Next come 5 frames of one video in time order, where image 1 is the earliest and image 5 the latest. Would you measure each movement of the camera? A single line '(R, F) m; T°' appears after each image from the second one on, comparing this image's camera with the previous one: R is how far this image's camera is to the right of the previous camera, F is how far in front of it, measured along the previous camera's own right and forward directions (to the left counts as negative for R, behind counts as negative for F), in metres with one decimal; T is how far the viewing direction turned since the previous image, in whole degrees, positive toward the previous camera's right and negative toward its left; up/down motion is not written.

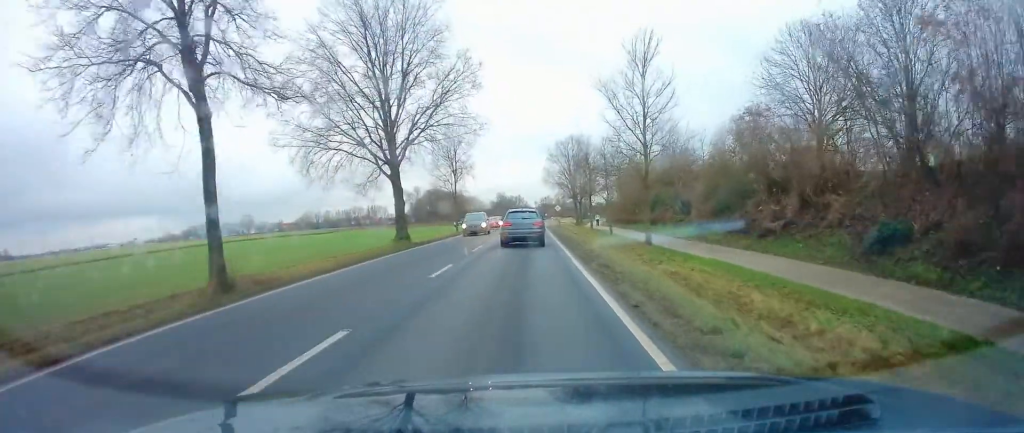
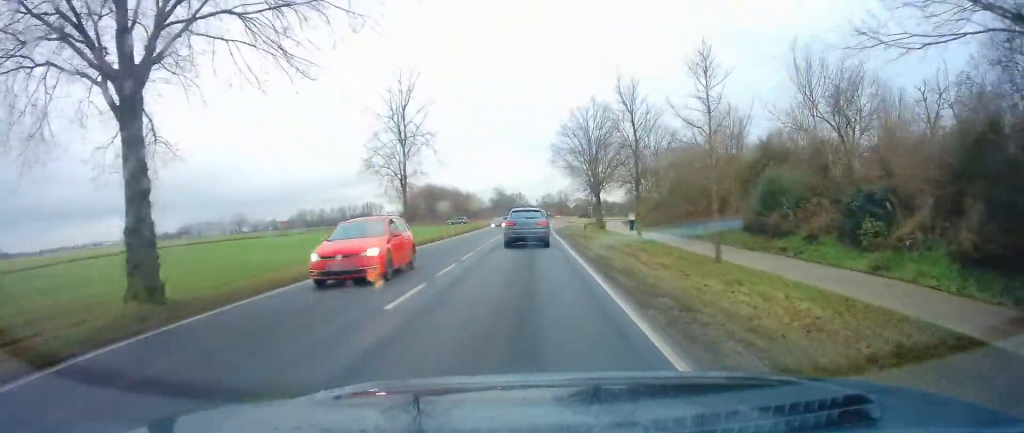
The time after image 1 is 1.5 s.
(+0.3, +22.5) m; +1°
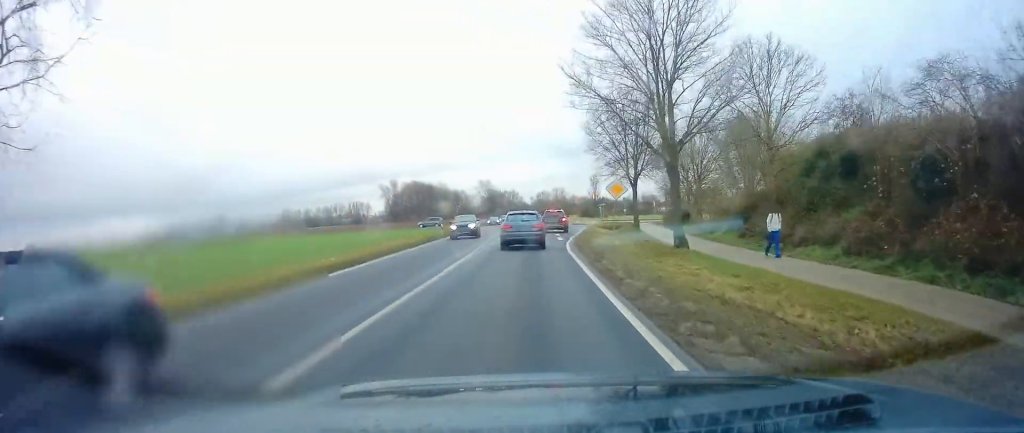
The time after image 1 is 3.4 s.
(+0.1, +28.1) m; +1°
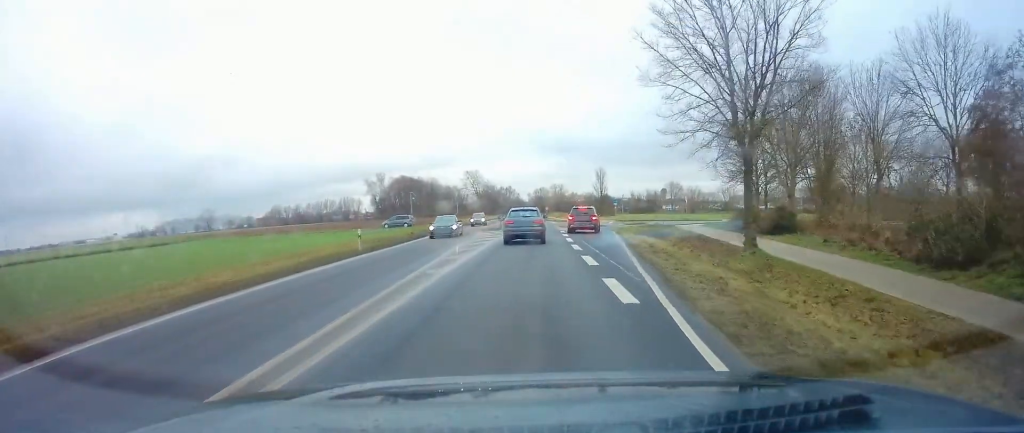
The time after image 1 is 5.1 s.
(0.0, +23.0) m; 0°
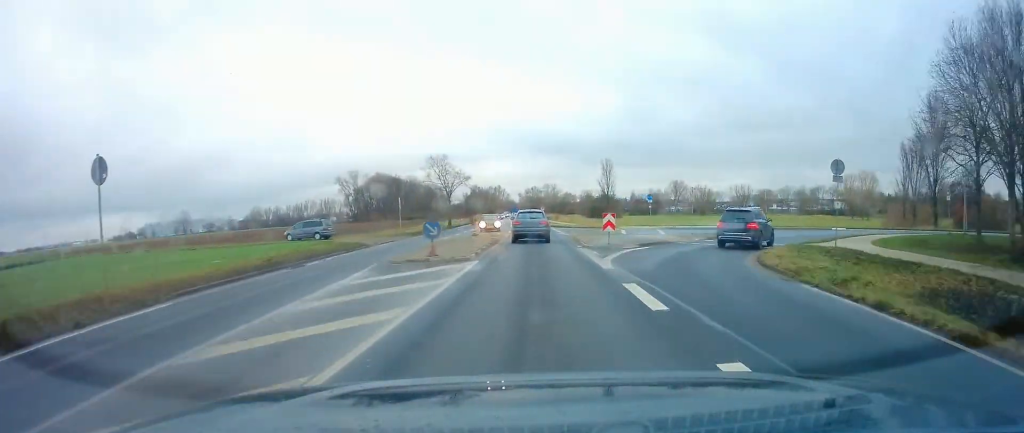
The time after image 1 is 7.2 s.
(+0.2, +30.3) m; 0°
